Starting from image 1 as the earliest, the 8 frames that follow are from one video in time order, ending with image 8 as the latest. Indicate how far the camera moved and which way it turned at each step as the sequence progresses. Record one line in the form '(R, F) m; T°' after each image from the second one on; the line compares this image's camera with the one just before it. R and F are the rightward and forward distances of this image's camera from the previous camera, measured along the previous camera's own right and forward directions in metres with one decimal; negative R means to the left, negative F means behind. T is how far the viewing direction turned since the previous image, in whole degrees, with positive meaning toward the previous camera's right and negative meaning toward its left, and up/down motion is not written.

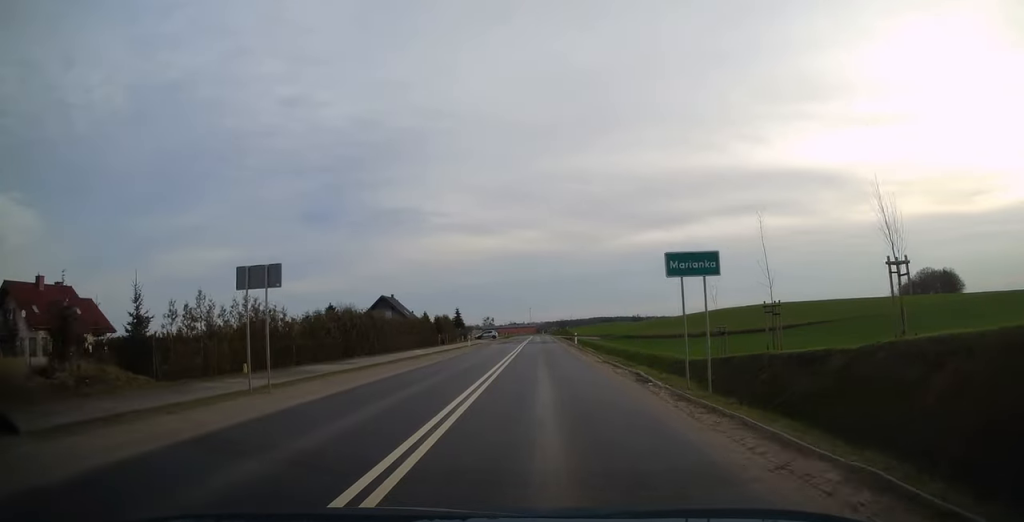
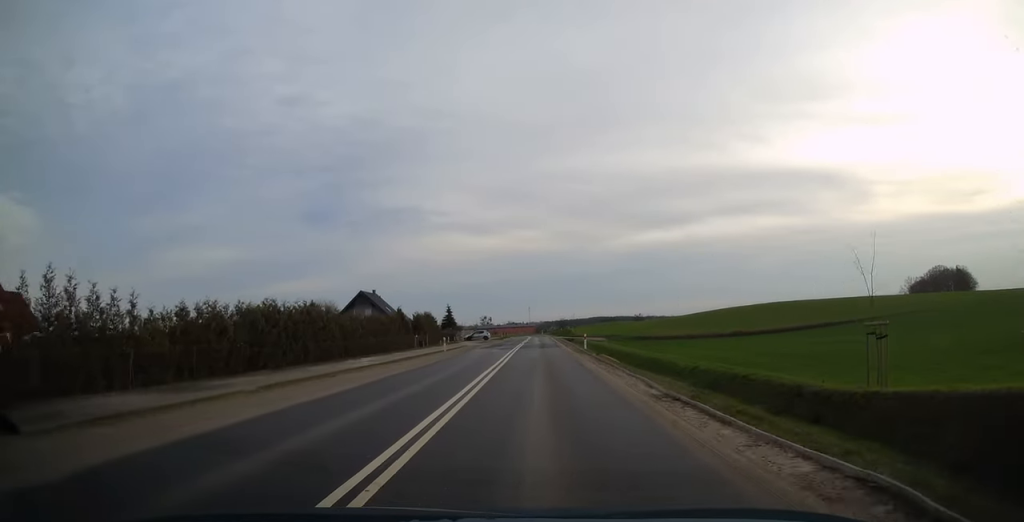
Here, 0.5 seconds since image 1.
(0.0, +12.8) m; 0°
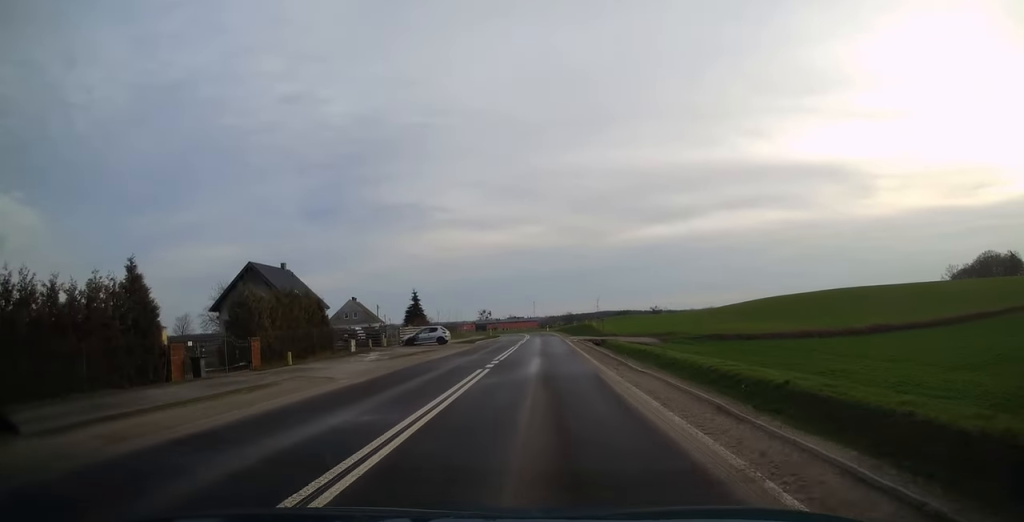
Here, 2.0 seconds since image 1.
(0.0, +41.0) m; 0°
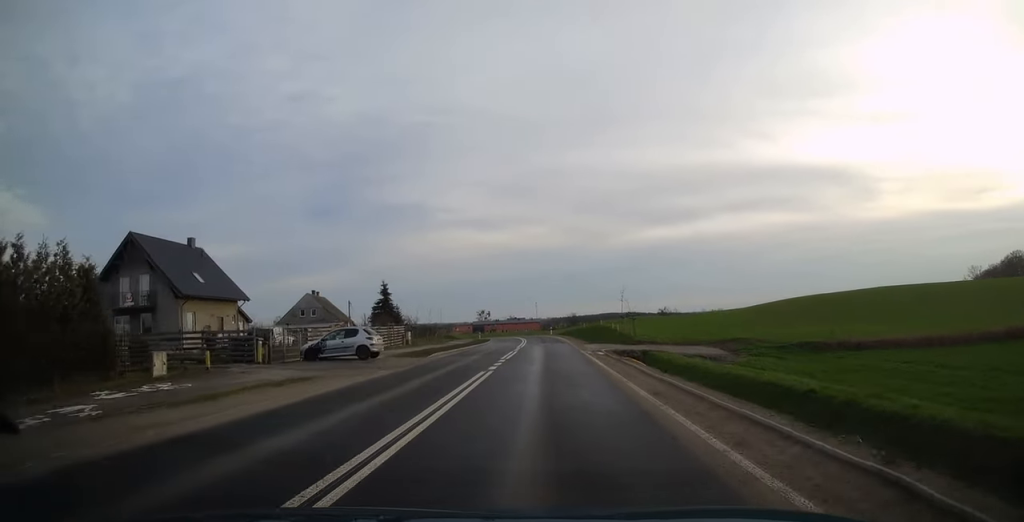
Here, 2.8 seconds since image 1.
(0.0, +20.6) m; 0°
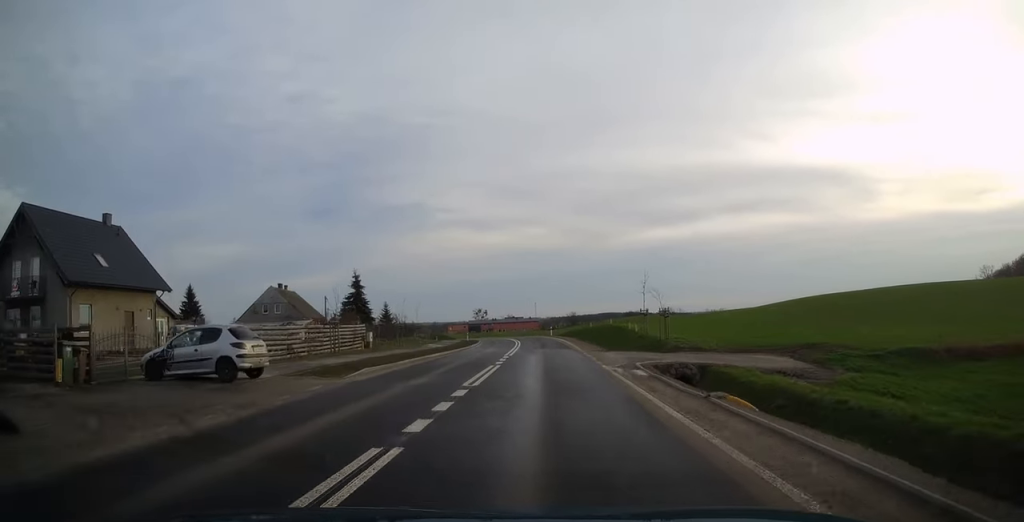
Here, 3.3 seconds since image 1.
(0.0, +11.7) m; 0°
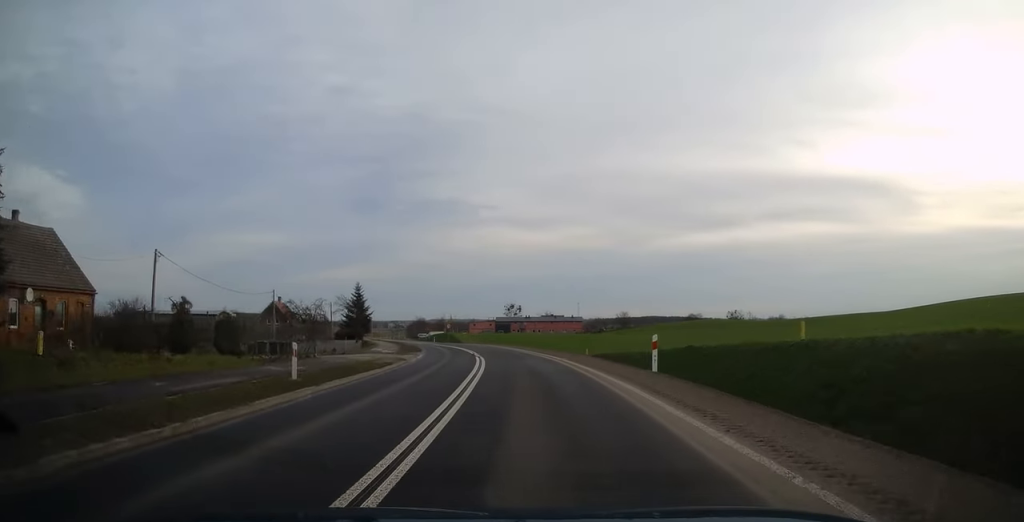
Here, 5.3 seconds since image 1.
(-0.6, +53.5) m; -2°
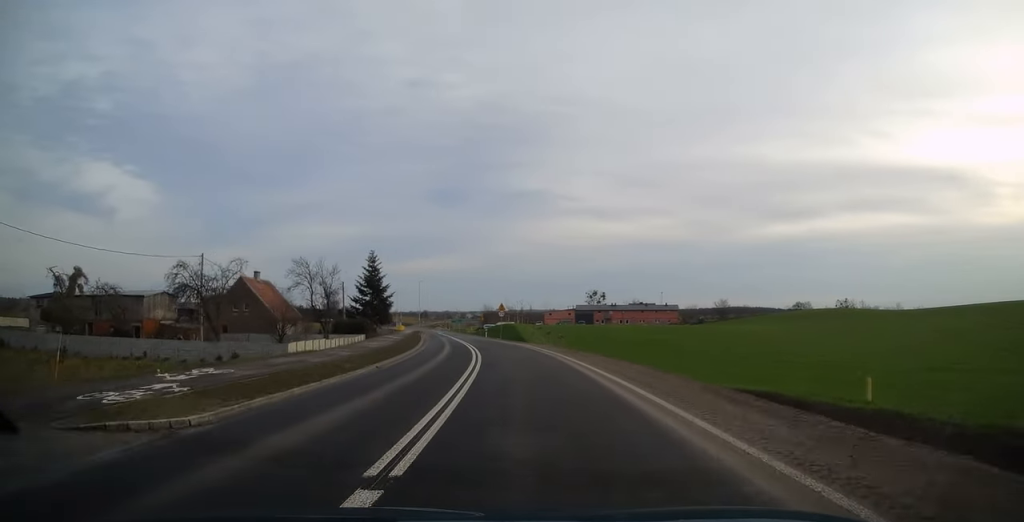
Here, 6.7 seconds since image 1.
(-0.8, +35.2) m; -5°
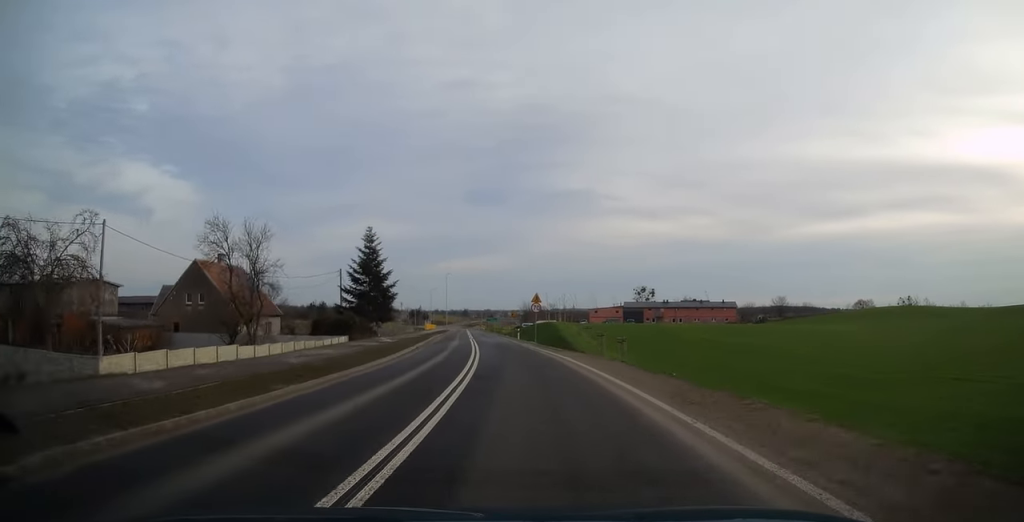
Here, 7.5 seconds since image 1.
(-0.5, +17.8) m; -4°
